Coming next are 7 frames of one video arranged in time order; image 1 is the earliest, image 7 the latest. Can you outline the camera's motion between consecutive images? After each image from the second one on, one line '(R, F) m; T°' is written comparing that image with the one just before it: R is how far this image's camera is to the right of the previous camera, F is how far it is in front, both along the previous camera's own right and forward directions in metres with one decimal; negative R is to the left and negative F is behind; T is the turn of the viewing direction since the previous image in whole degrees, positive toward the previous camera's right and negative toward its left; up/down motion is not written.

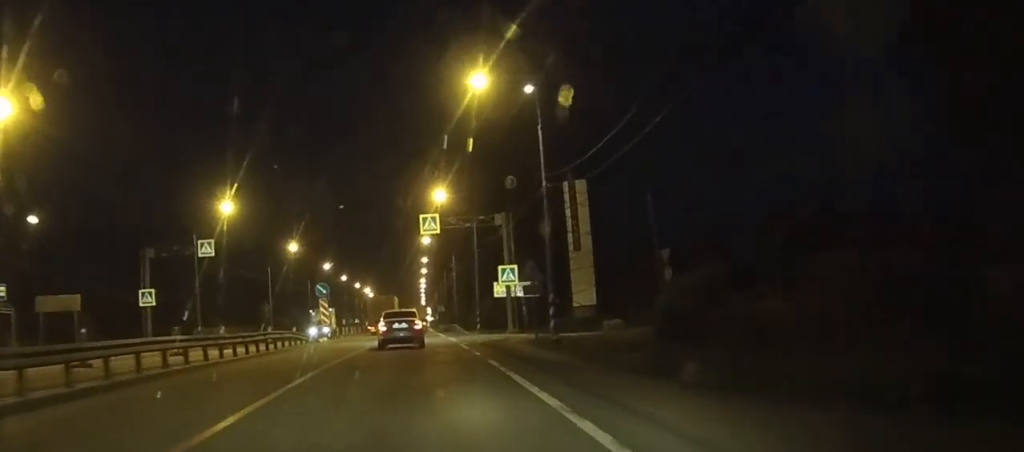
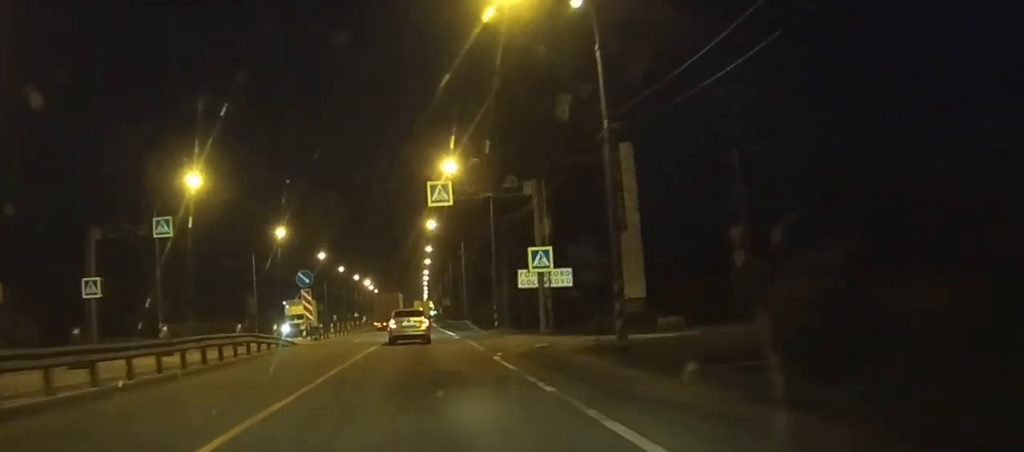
(0.0, +11.5) m; 0°
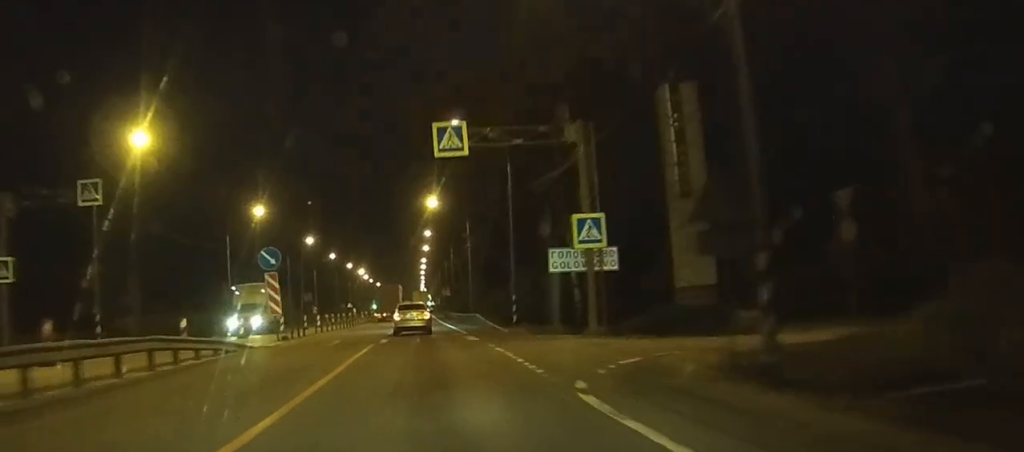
(0.0, +11.1) m; 0°
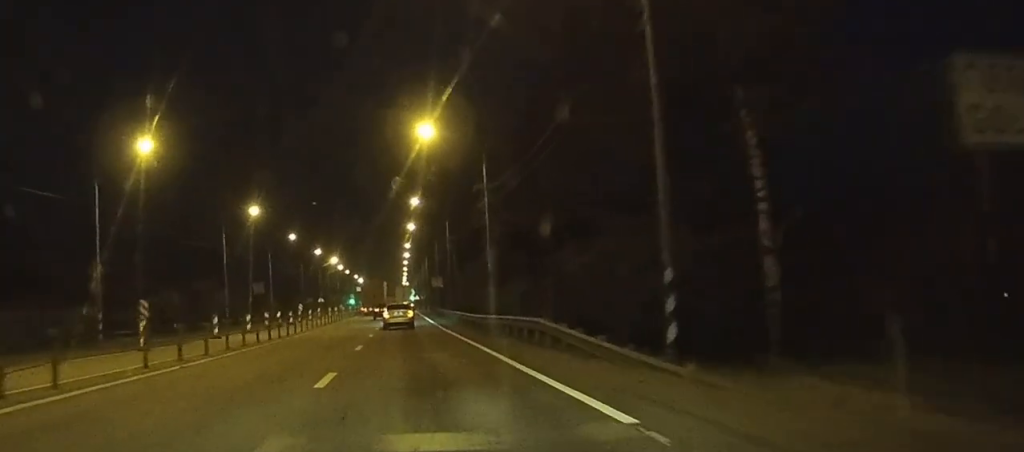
(0.0, +28.3) m; 0°
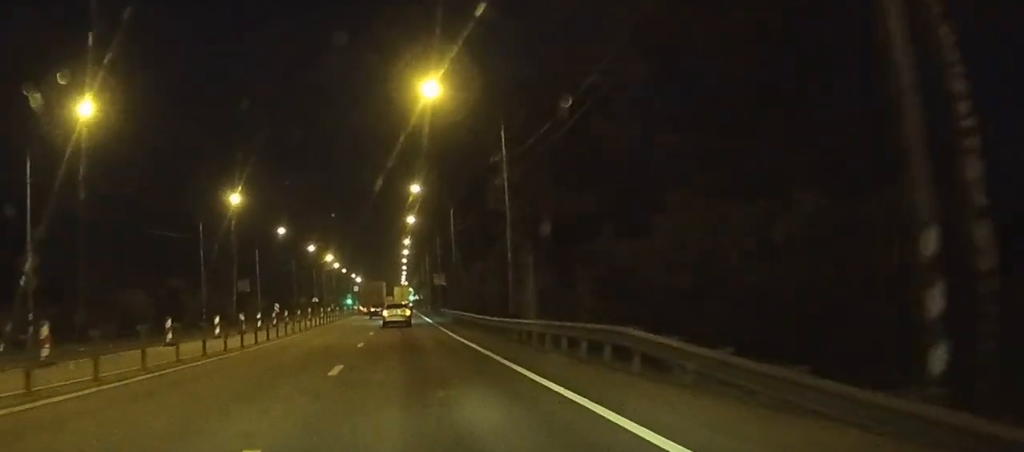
(0.0, +9.1) m; 0°
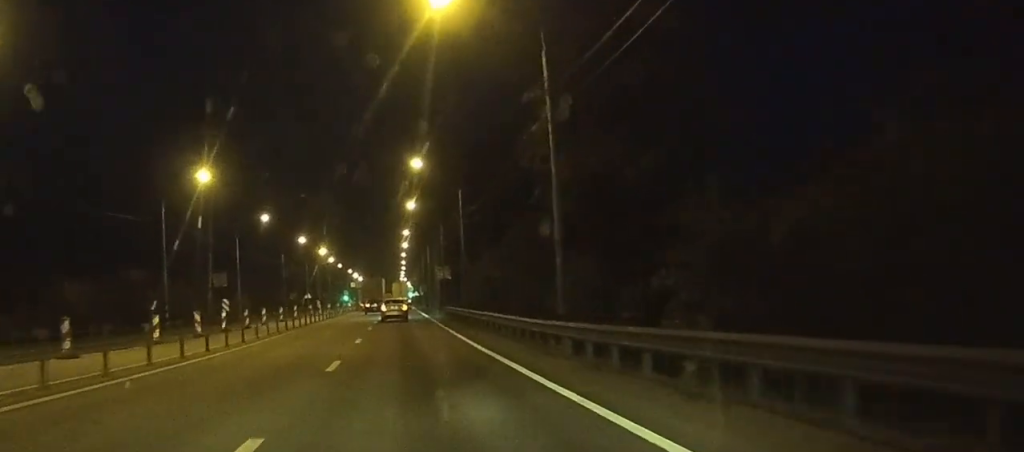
(0.0, +11.3) m; 0°
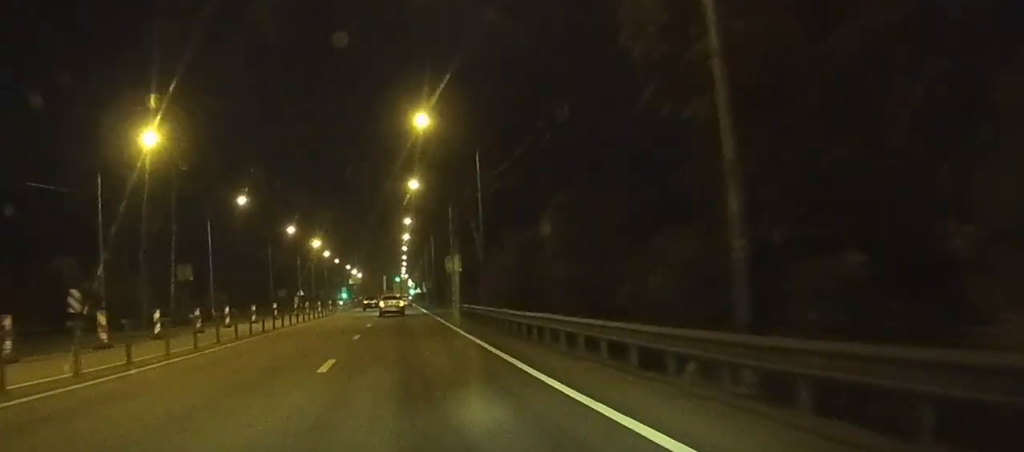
(0.0, +13.4) m; 0°
